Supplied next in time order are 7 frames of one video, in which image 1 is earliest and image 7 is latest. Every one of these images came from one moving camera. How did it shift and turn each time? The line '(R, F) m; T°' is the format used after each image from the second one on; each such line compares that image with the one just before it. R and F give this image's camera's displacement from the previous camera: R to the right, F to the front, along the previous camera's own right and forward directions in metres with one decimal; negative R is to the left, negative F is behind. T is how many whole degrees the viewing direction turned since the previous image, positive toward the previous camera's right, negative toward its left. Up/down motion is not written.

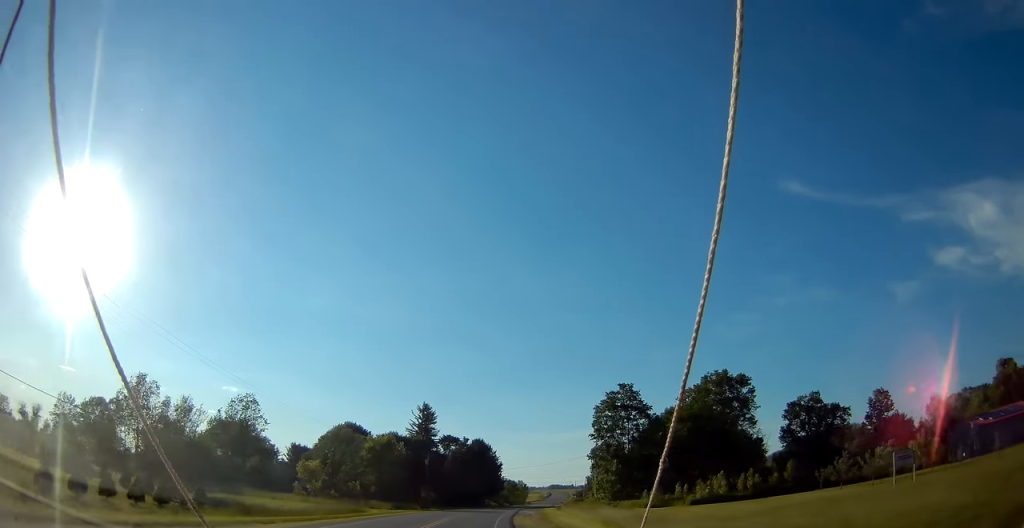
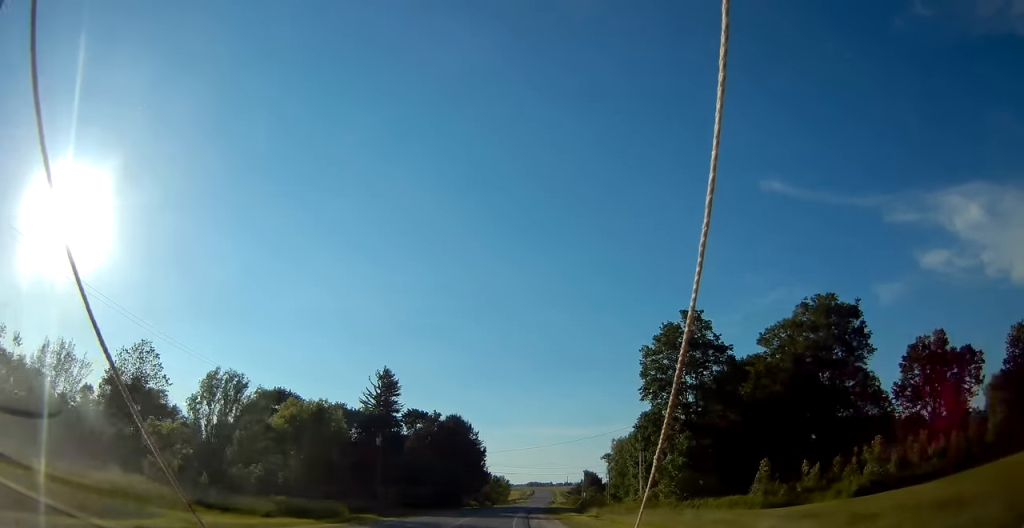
(+0.8, +35.9) m; +2°
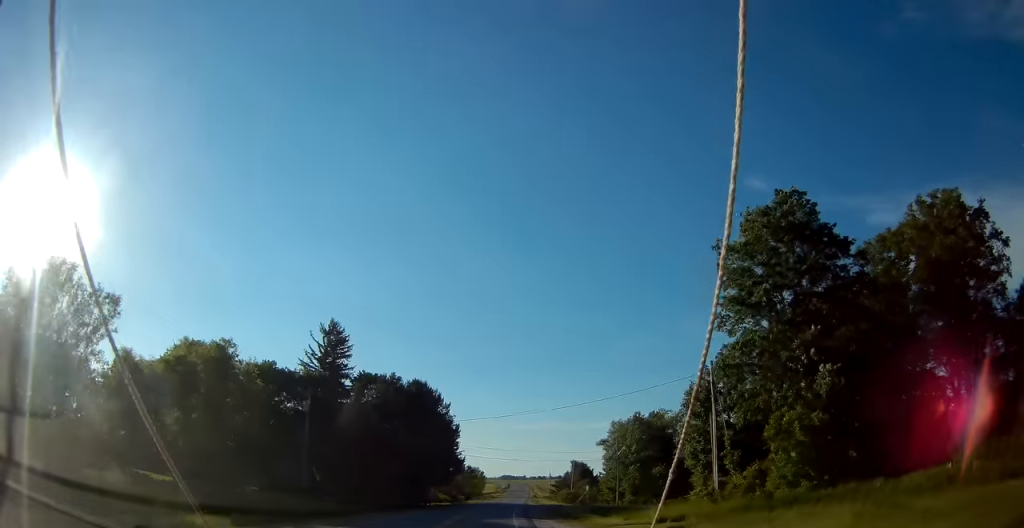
(+0.4, +24.0) m; +2°
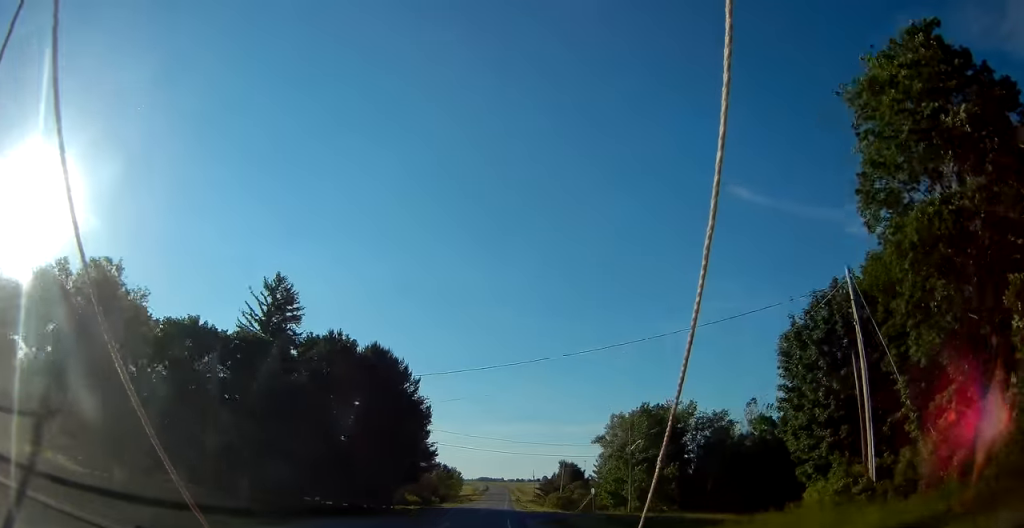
(+0.2, +17.1) m; +2°
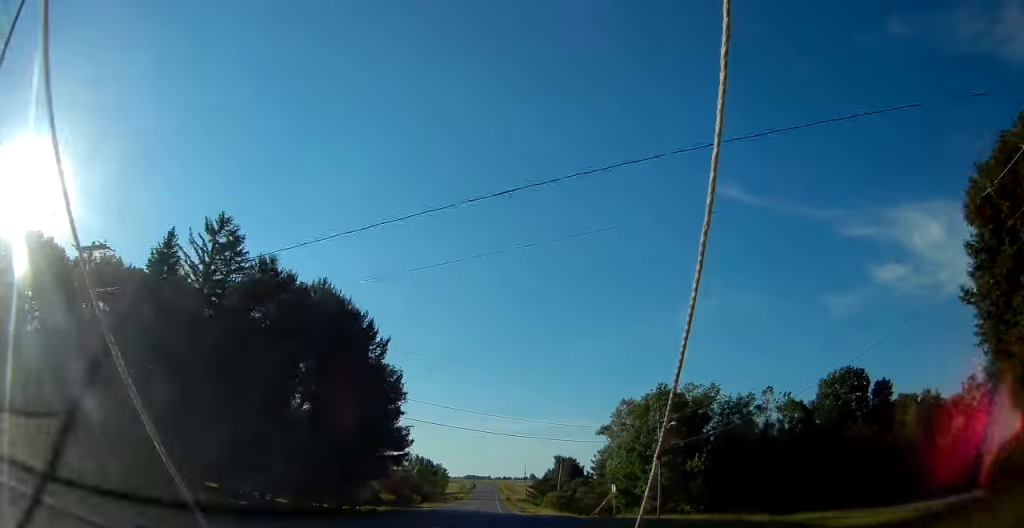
(+0.3, +14.6) m; +1°
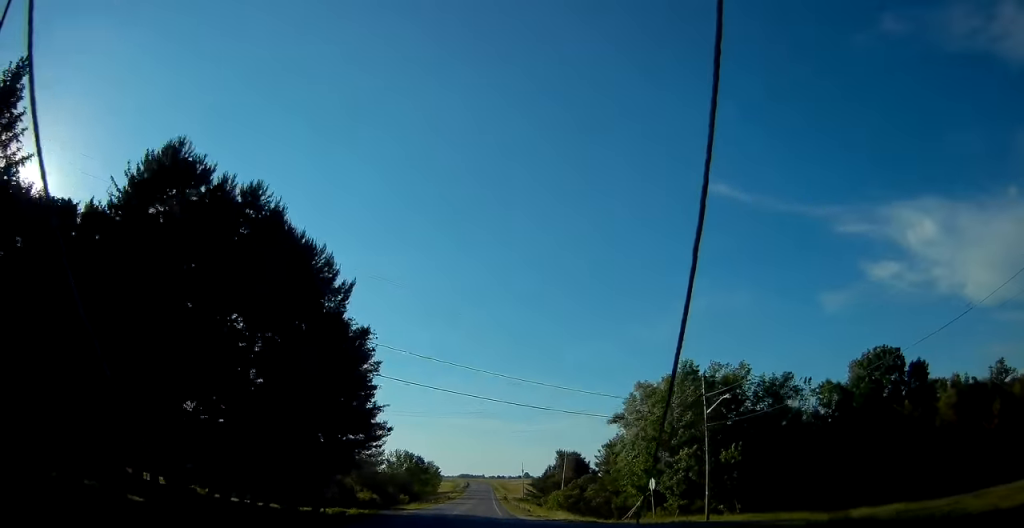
(+0.1, +12.0) m; +1°
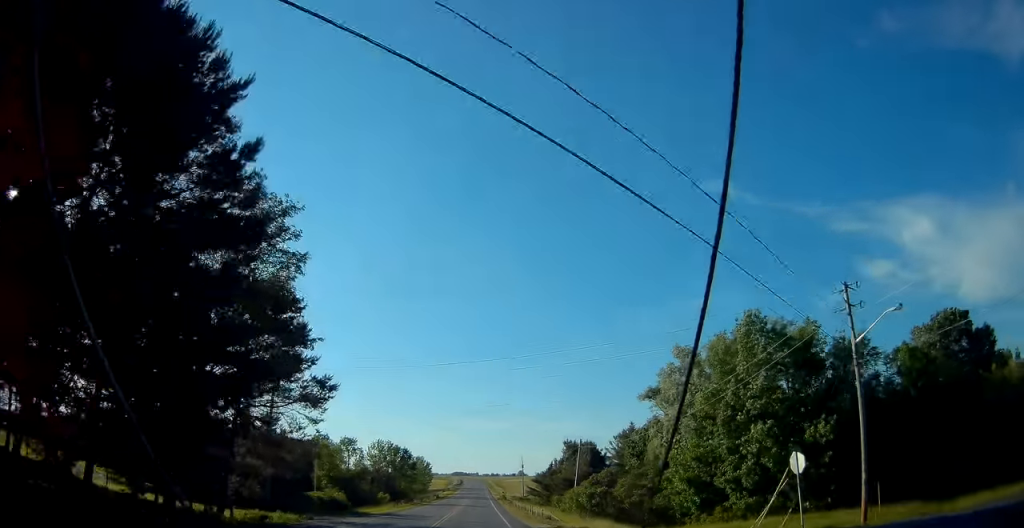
(+0.1, +18.0) m; 0°
